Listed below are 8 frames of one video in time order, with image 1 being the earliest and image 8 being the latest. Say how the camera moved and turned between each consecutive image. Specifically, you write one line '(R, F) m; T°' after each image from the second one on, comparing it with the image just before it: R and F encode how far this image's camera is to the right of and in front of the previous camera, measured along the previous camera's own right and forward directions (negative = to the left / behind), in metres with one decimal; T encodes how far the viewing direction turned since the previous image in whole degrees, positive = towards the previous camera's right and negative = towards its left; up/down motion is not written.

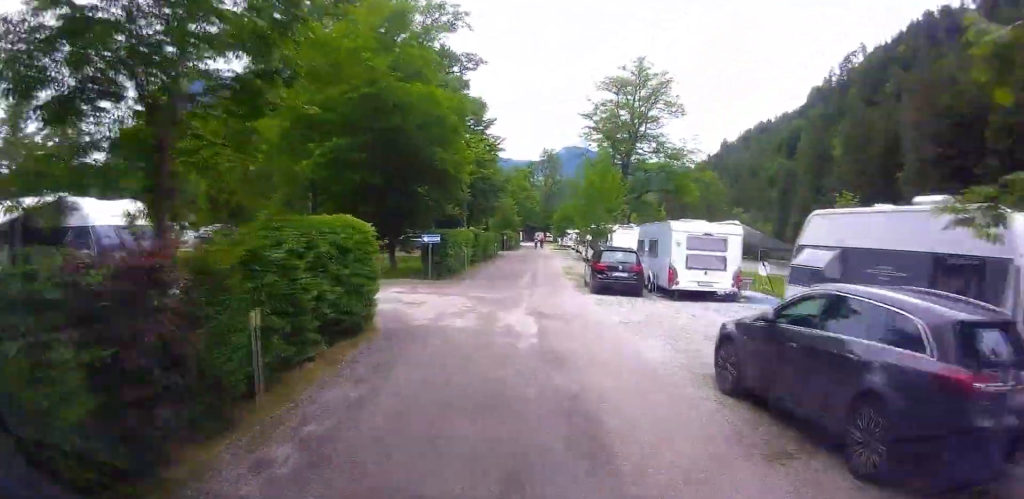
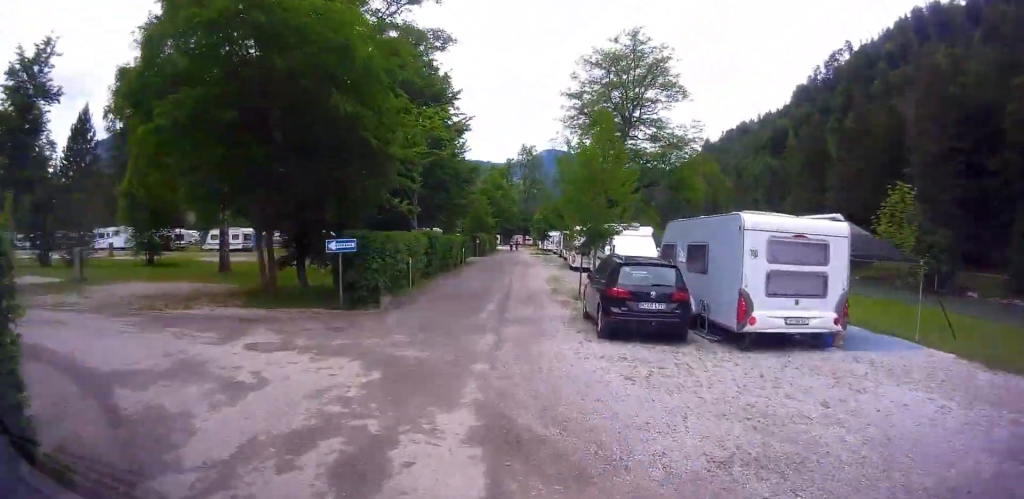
(+0.8, +5.5) m; +14°
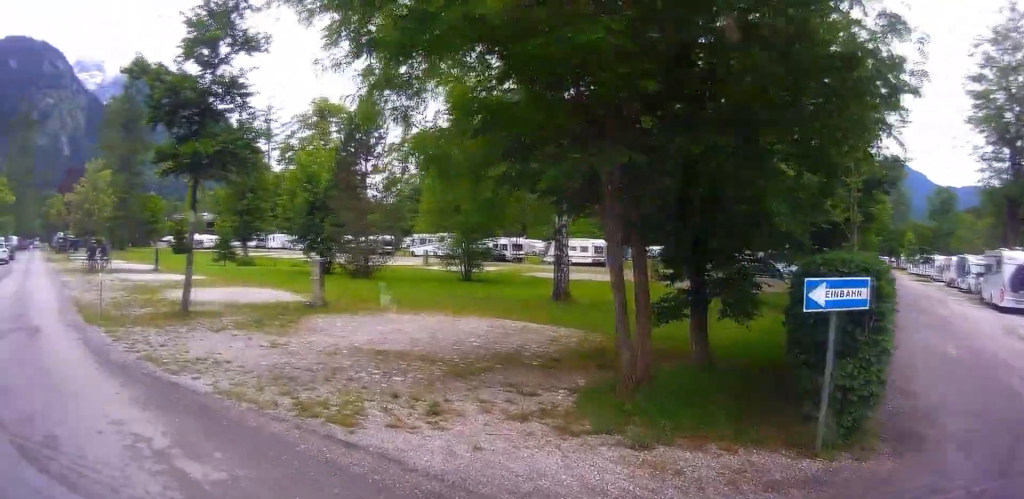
(+1.2, +10.8) m; -29°
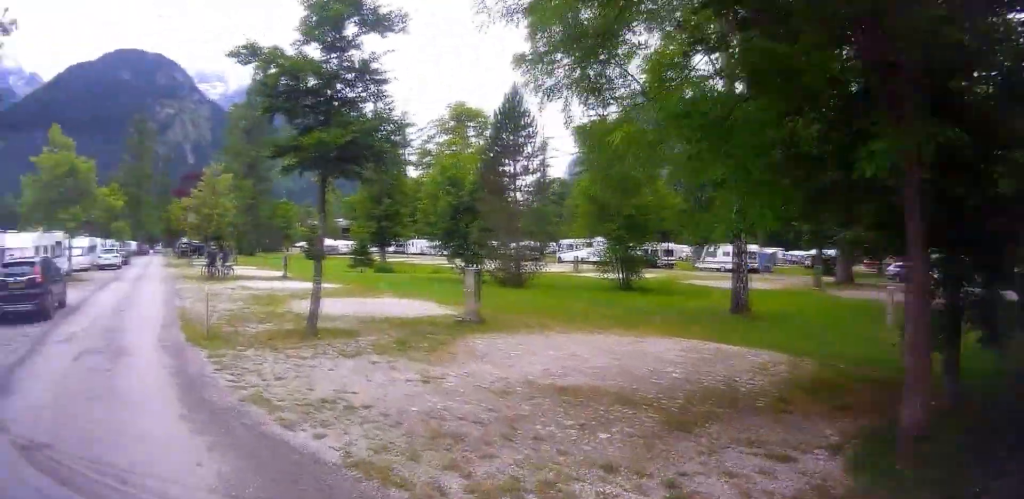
(0.0, +3.5) m; -20°
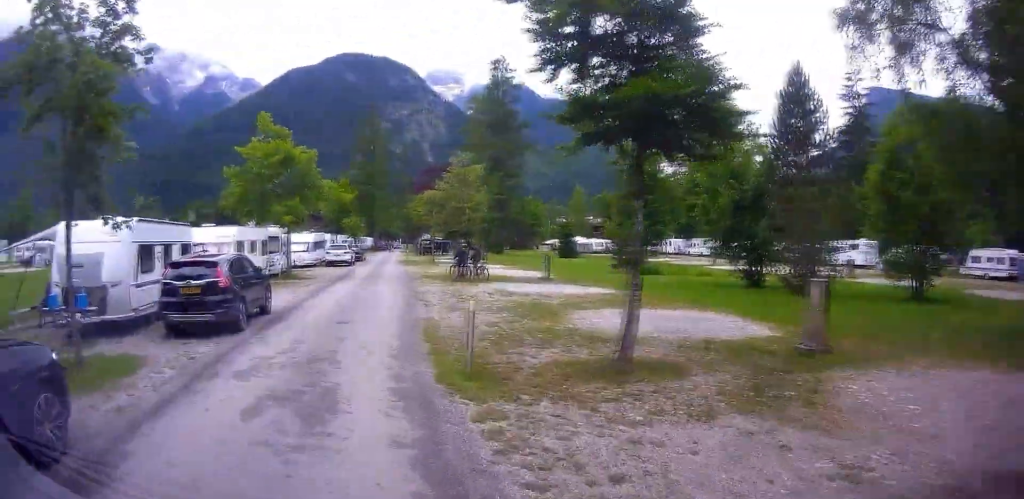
(-1.8, +4.5) m; -12°
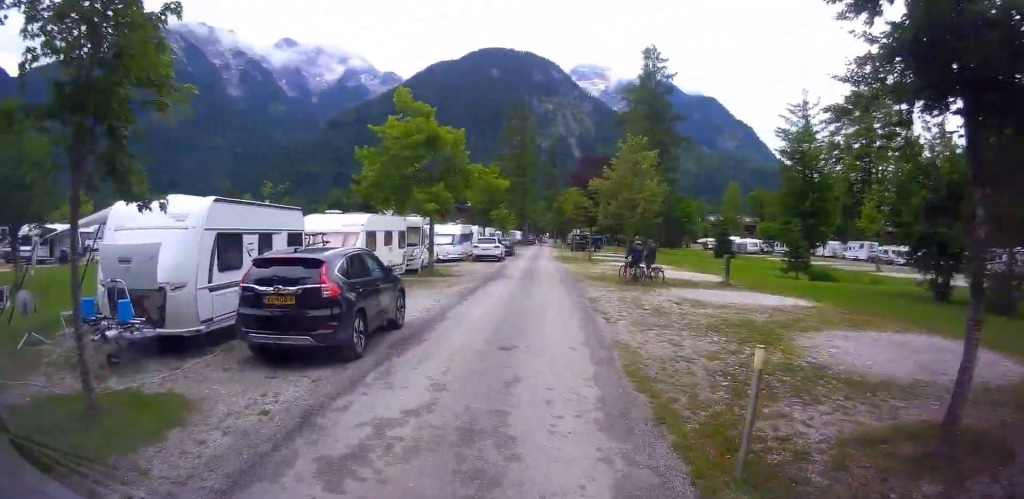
(-0.8, +4.8) m; -10°
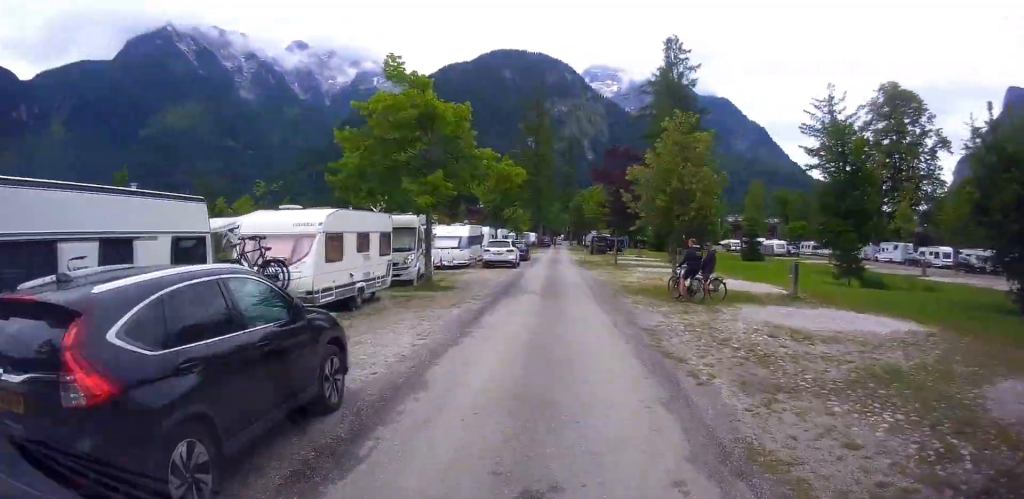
(0.0, +5.9) m; -2°
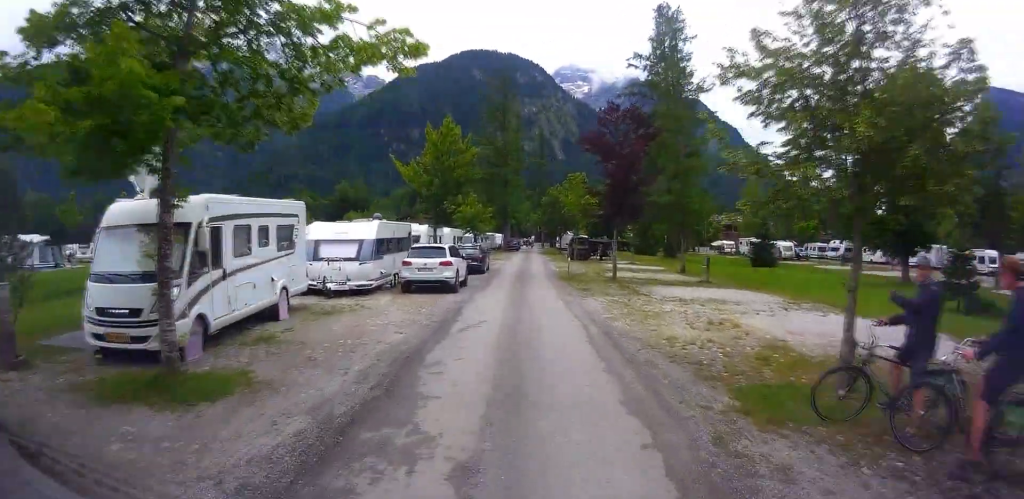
(-0.4, +7.7) m; 0°
